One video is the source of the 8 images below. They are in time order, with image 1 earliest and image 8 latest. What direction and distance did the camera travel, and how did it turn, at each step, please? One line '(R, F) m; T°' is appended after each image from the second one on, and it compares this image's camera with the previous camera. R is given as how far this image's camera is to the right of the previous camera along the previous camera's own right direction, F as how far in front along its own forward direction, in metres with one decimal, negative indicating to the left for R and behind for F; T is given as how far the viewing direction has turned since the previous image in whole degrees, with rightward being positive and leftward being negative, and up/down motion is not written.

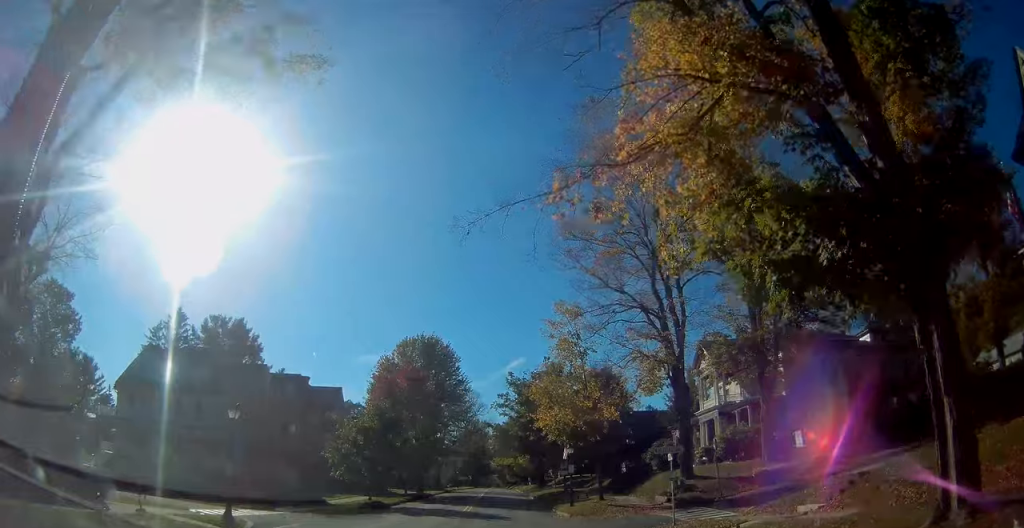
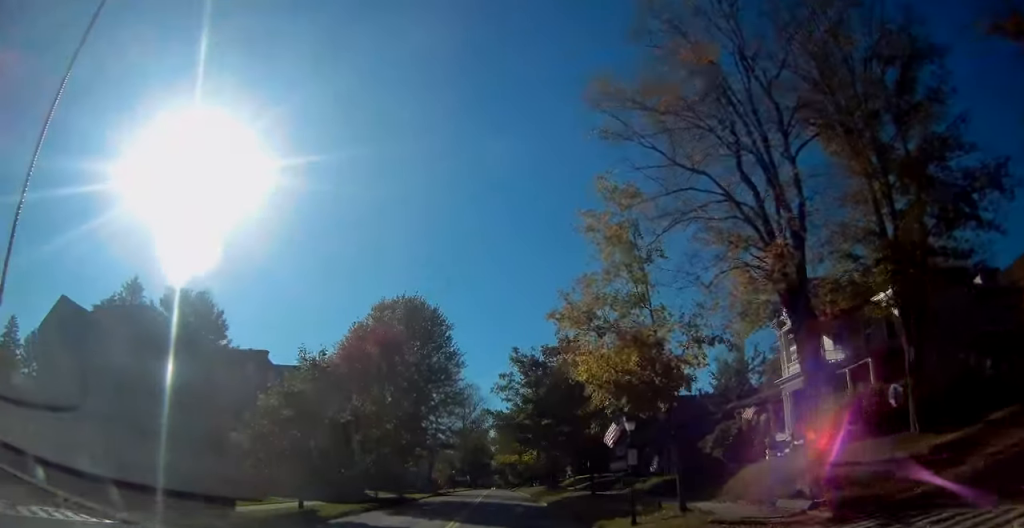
(0.0, +13.8) m; 0°
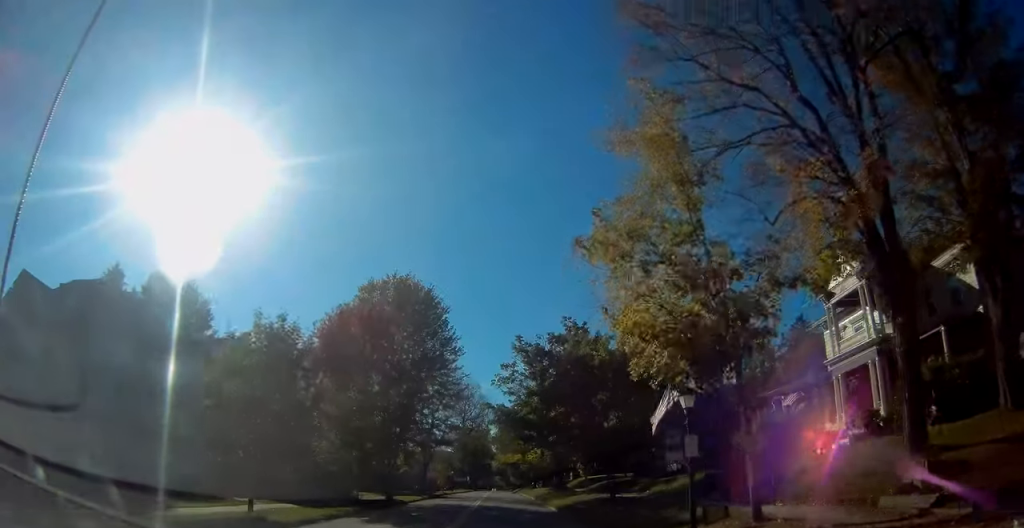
(0.0, +5.4) m; -1°
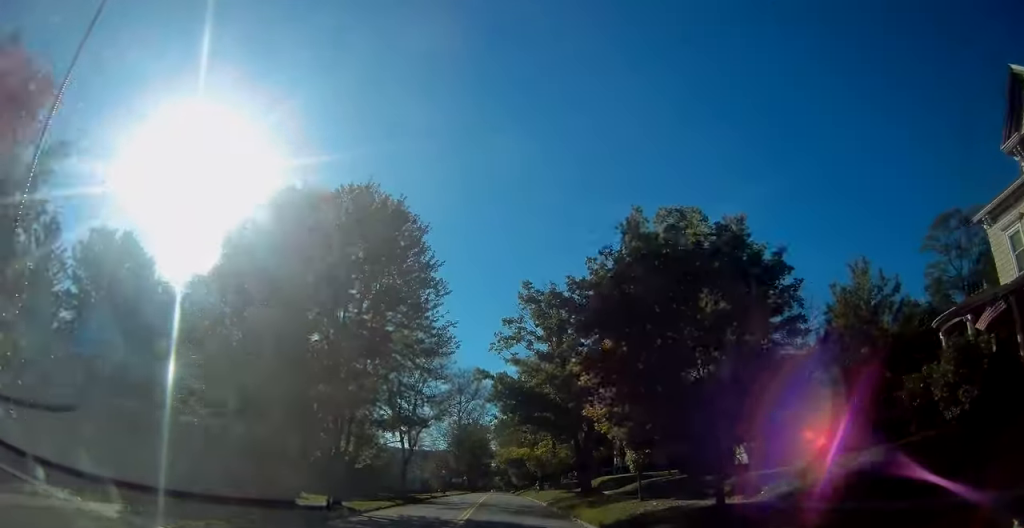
(-0.4, +15.4) m; -2°
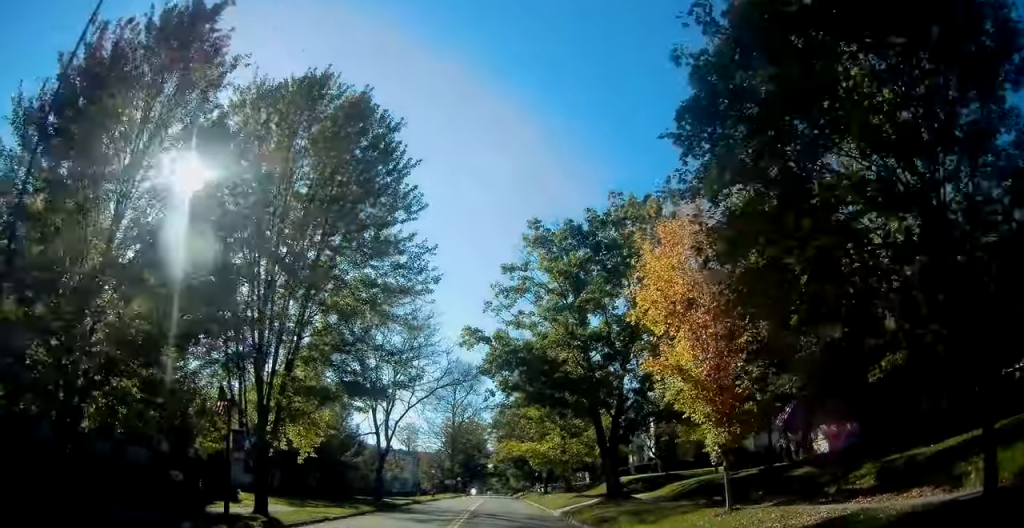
(0.0, +10.4) m; +1°
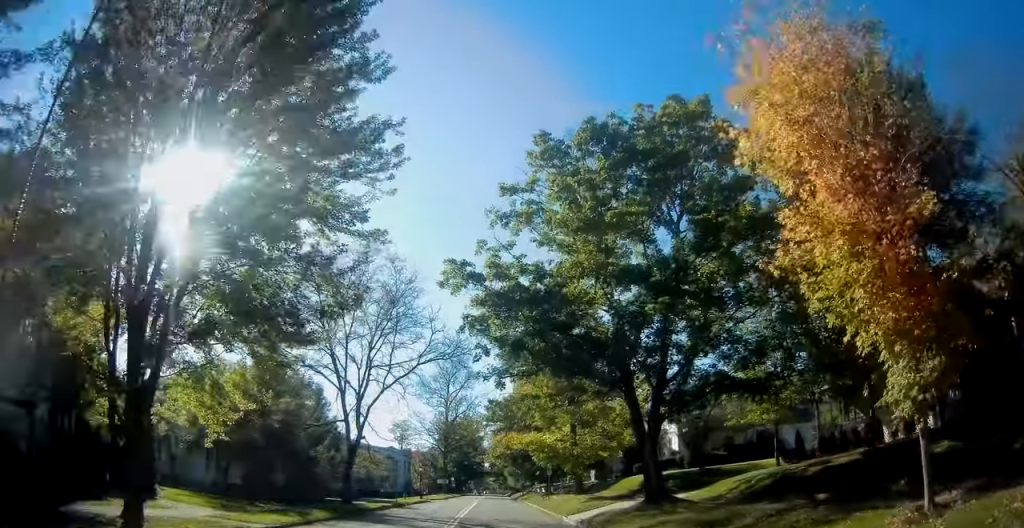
(+0.2, +8.4) m; +1°
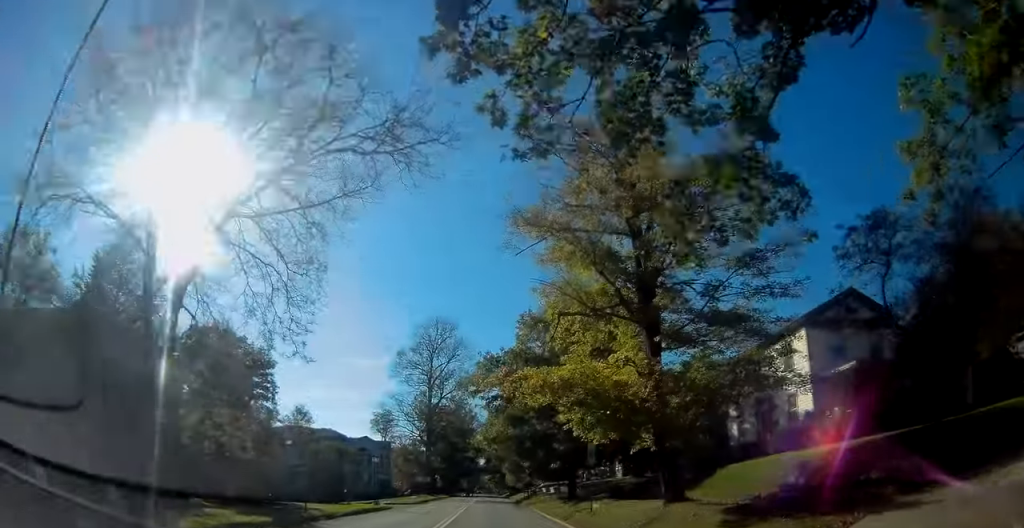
(0.0, +21.9) m; +2°
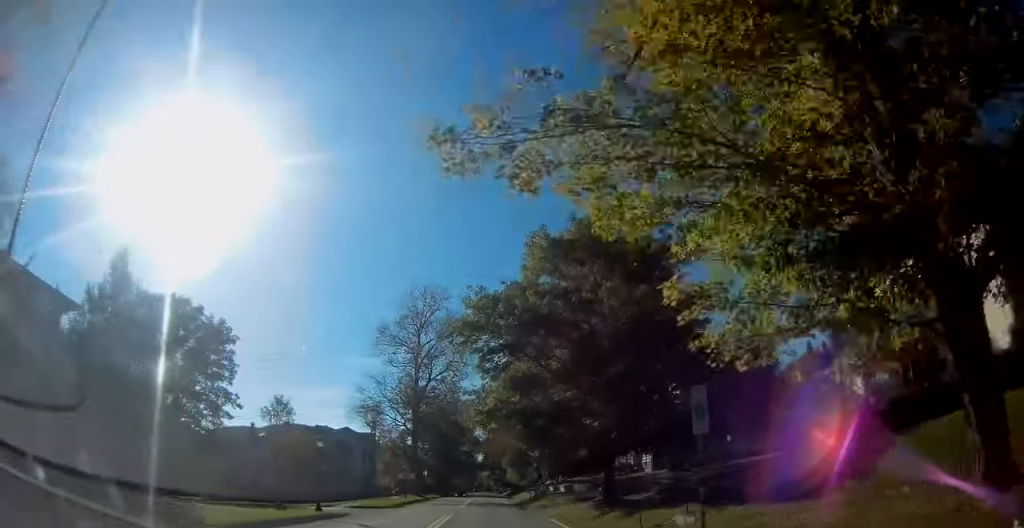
(+0.5, +13.1) m; 0°
